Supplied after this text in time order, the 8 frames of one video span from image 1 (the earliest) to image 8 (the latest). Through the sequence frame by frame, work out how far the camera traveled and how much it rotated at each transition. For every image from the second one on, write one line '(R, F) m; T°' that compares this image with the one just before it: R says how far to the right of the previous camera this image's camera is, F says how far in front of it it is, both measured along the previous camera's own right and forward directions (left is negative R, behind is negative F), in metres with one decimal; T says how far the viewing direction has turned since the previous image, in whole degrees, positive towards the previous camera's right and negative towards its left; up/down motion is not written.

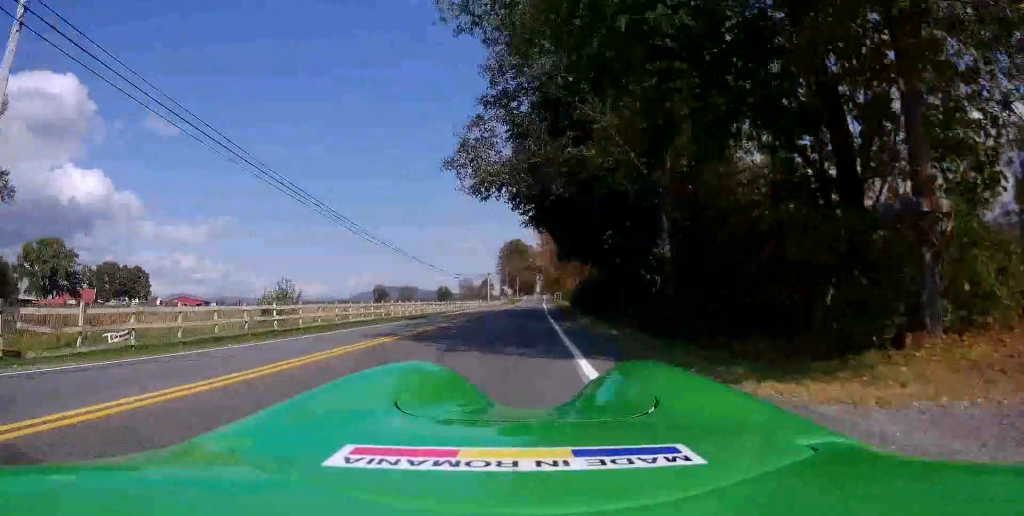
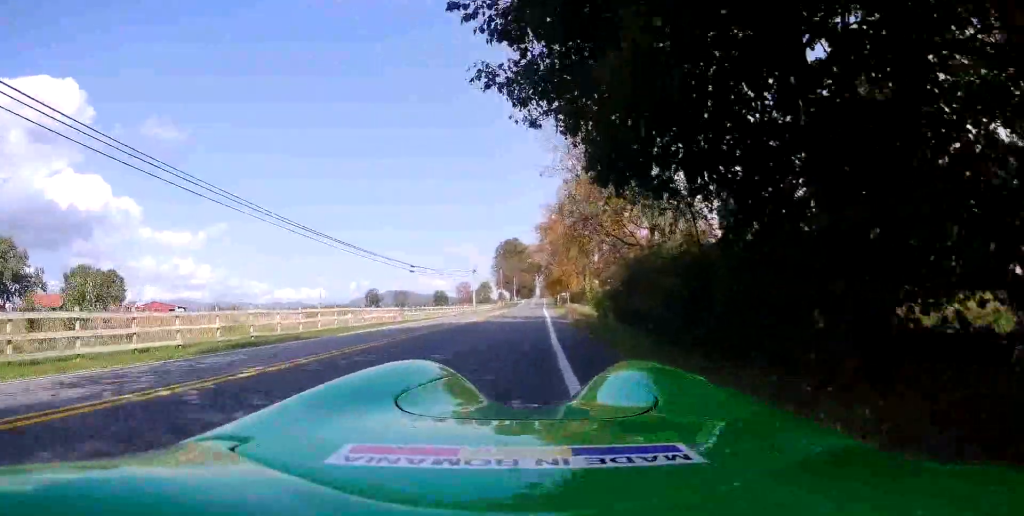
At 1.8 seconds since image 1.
(-0.3, +23.5) m; -3°
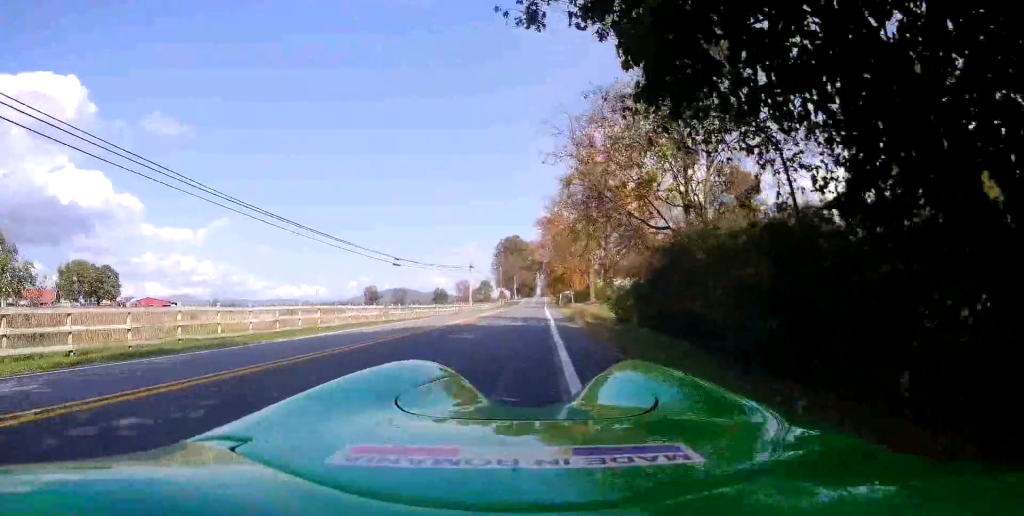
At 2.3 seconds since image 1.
(-0.1, +5.9) m; 0°
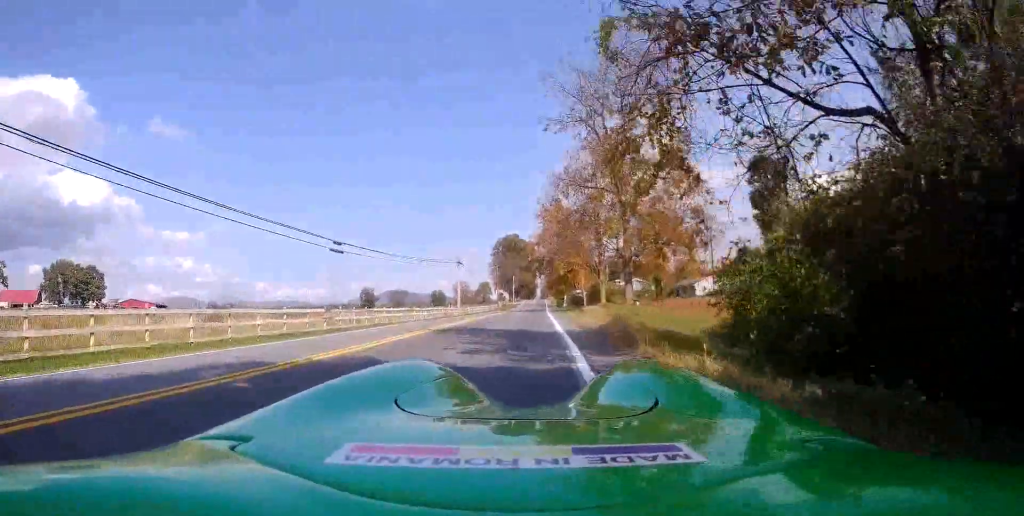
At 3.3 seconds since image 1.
(+0.1, +13.0) m; +1°
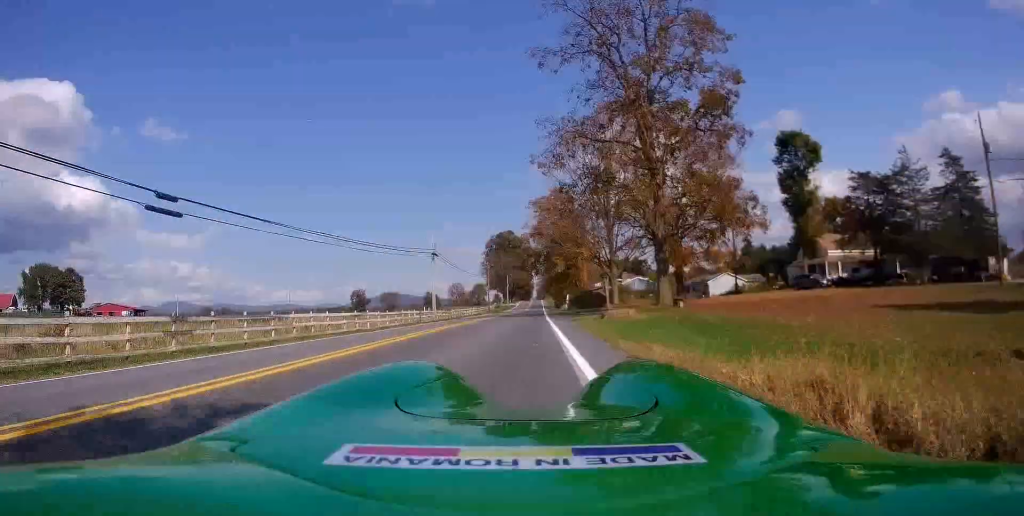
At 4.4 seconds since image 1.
(+0.1, +14.5) m; +2°
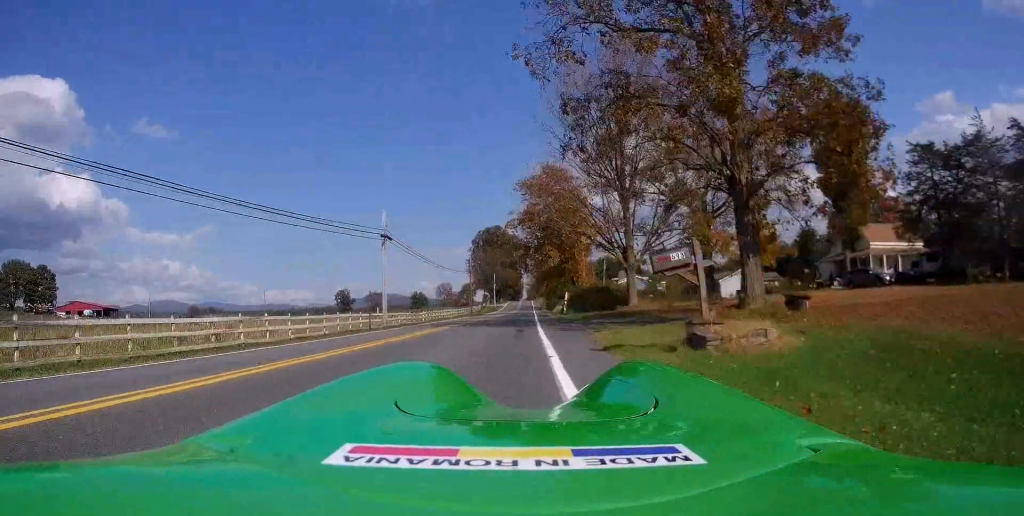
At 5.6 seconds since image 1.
(+0.6, +15.0) m; +1°
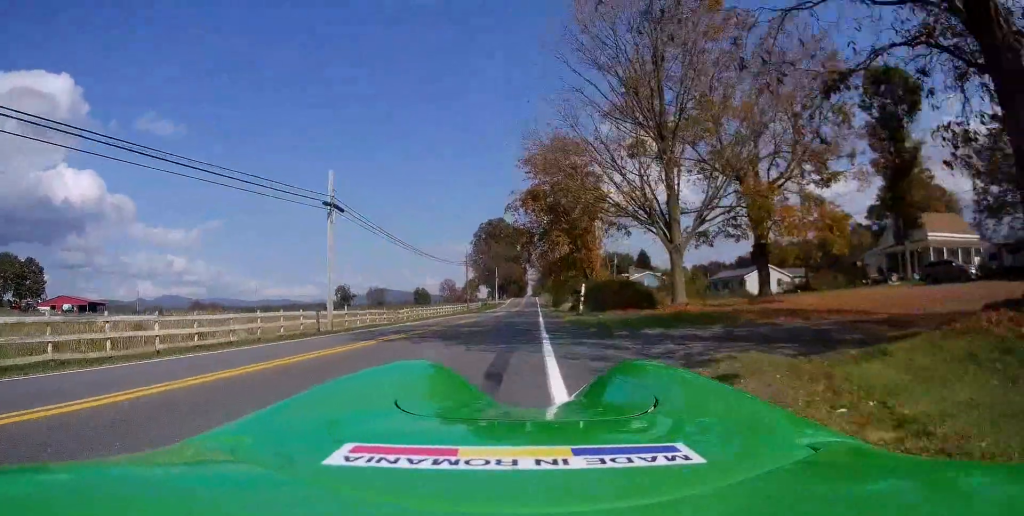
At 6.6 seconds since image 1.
(-0.3, +11.6) m; -1°
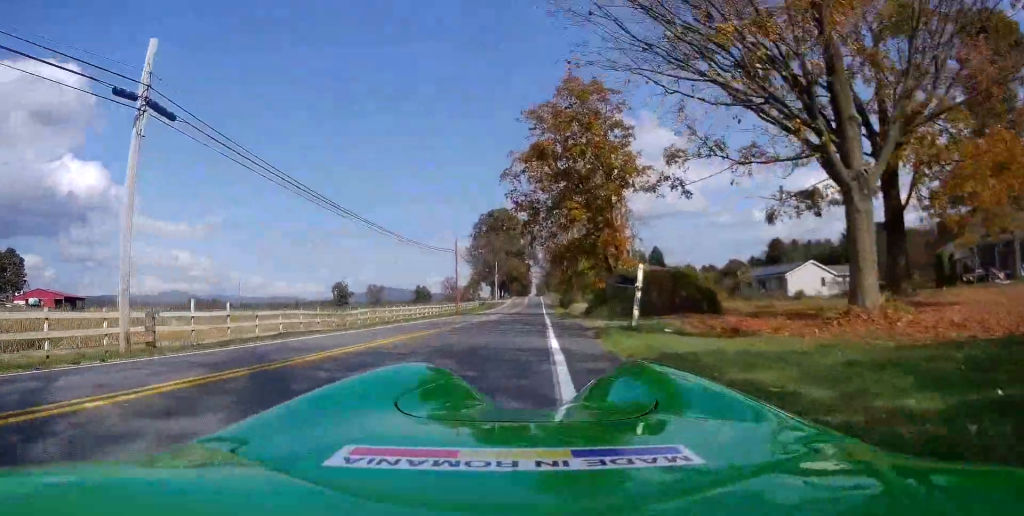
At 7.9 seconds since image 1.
(+0.1, +15.4) m; 0°
